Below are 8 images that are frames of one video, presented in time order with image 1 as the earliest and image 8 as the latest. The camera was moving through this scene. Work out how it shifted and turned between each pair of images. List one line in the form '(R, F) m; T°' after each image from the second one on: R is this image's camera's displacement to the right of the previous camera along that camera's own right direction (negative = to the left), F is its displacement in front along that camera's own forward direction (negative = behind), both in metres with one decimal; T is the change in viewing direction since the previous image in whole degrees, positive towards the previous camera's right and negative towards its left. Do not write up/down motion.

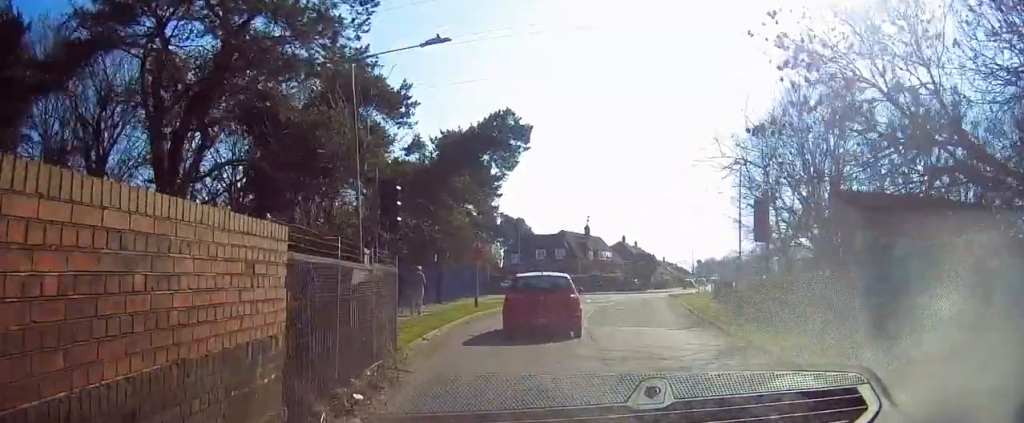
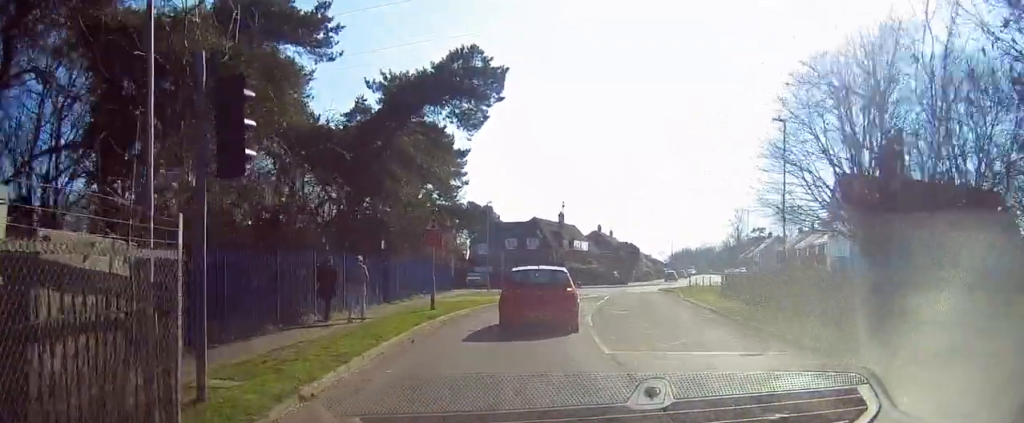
(-0.4, +7.2) m; +1°
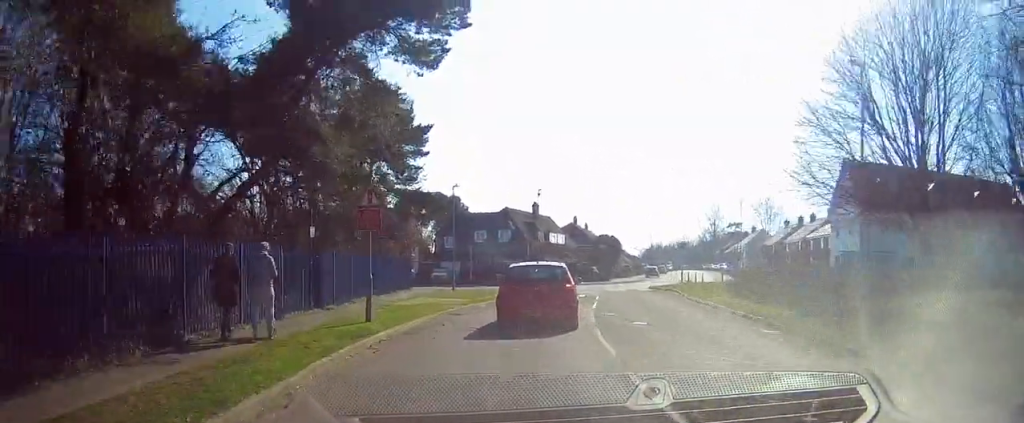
(+0.5, +6.6) m; +5°
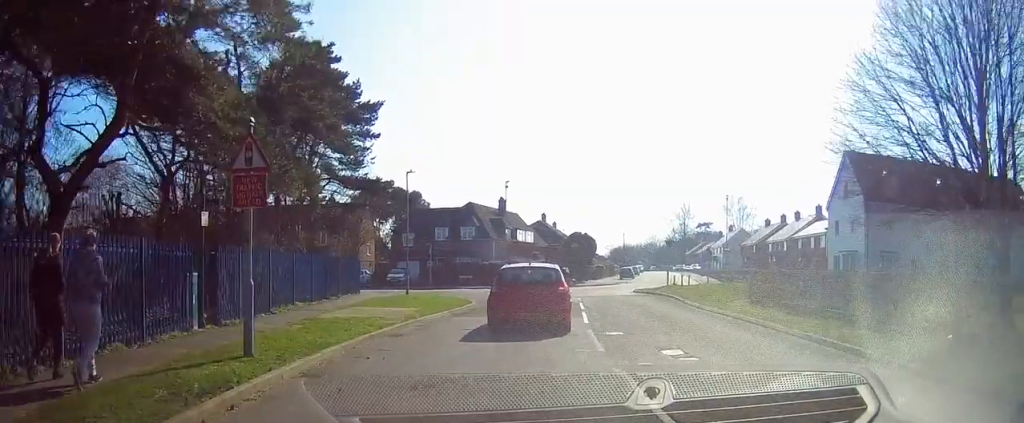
(+0.1, +5.6) m; +2°
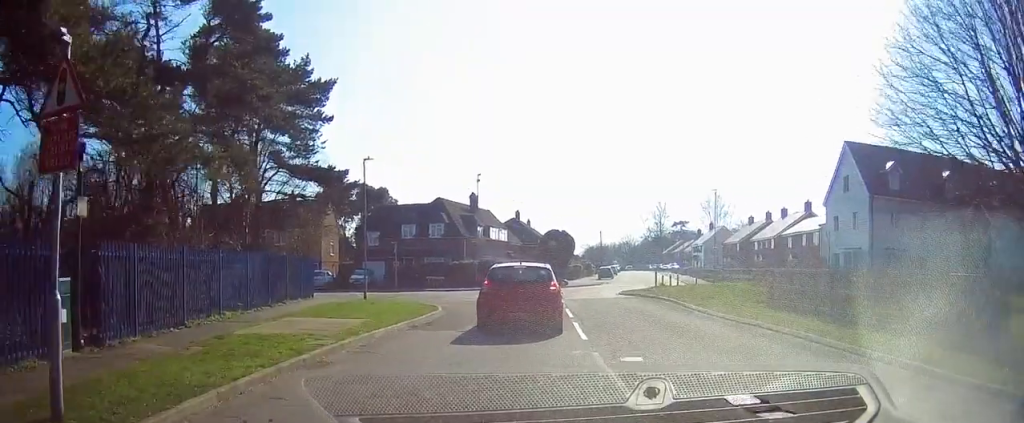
(0.0, +4.0) m; +2°
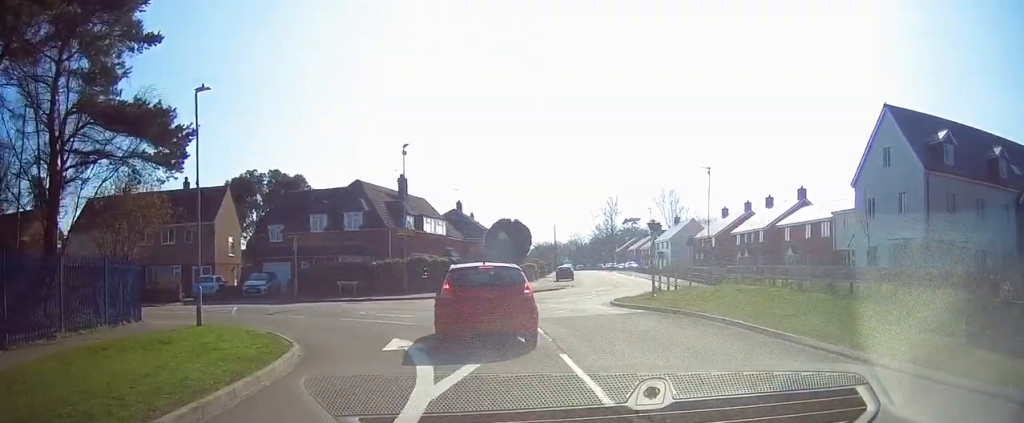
(+0.8, +12.0) m; +5°
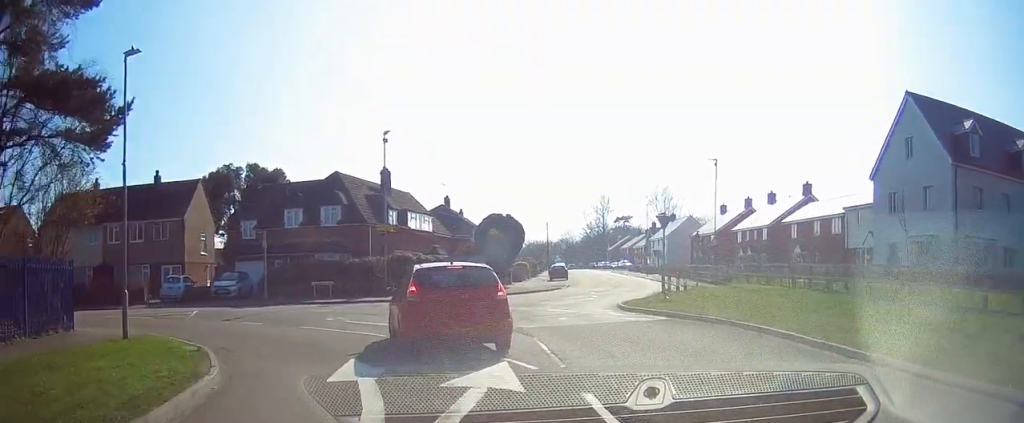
(-0.1, +3.5) m; 0°
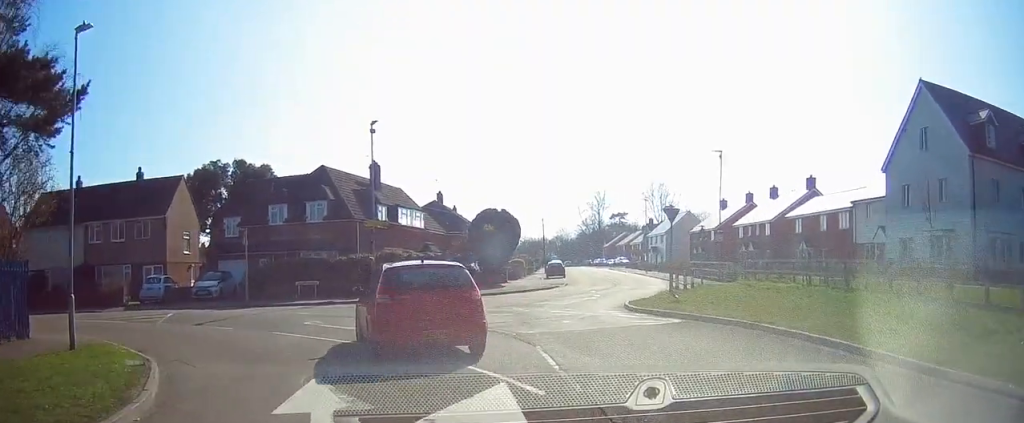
(+0.1, +2.2) m; +2°
